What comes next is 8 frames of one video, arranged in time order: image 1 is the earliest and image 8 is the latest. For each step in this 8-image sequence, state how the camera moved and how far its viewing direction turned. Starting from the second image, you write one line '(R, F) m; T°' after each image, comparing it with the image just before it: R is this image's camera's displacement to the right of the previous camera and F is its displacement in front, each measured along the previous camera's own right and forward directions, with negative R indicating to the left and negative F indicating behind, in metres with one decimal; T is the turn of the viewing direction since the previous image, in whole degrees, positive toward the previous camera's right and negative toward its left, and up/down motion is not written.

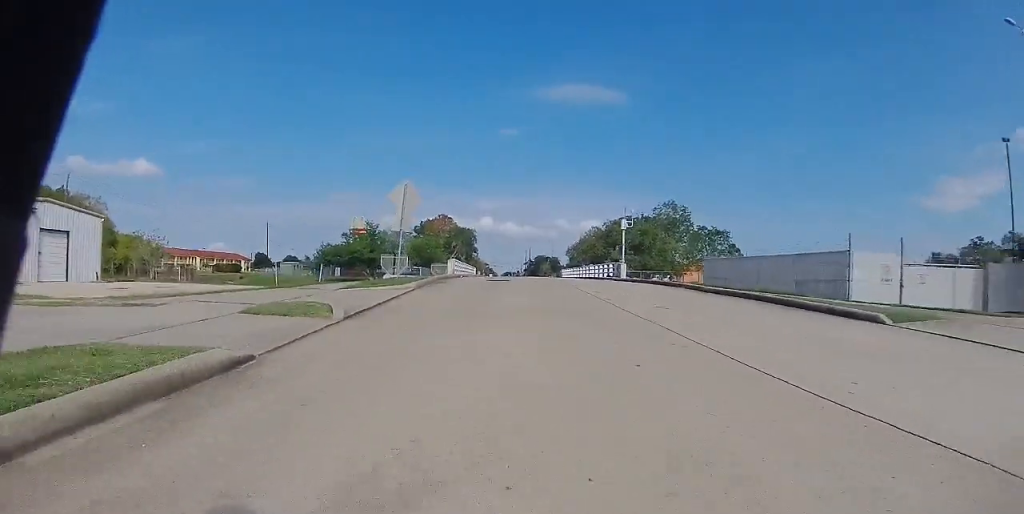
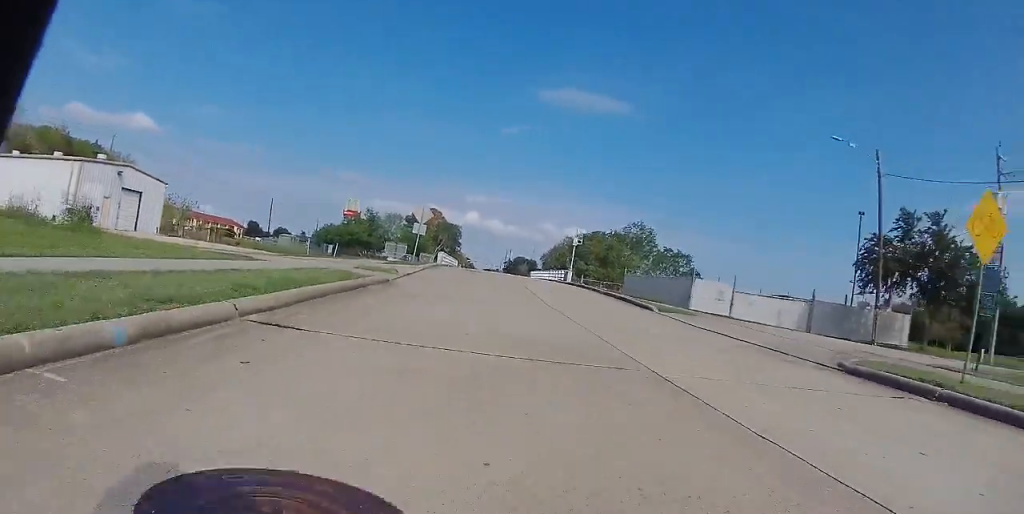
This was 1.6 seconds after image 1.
(-0.1, +10.7) m; +1°
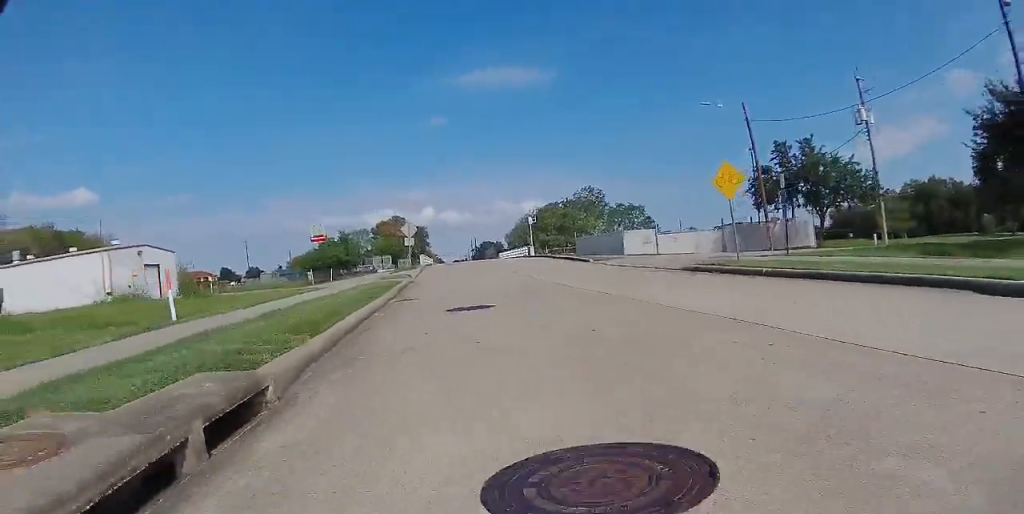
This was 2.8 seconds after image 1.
(+0.2, +8.2) m; +2°
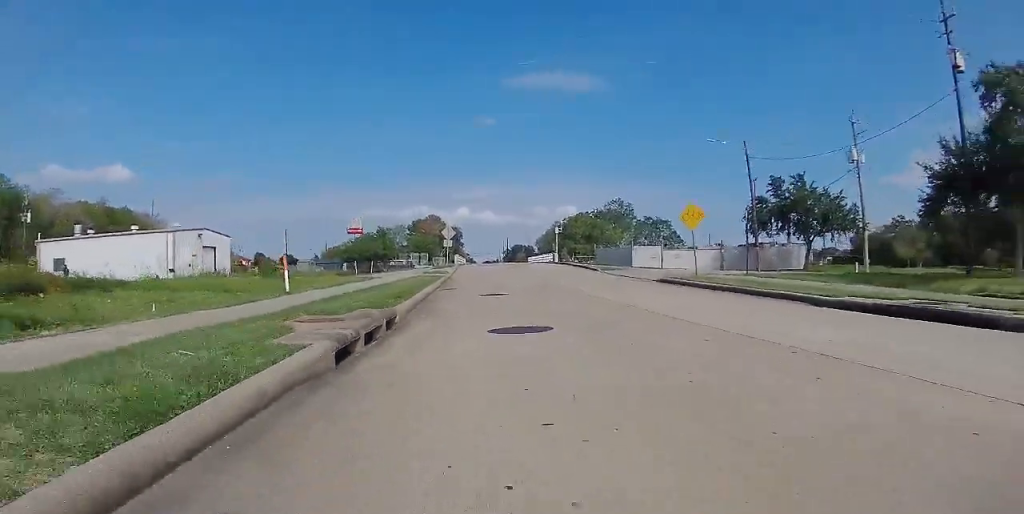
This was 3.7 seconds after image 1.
(0.0, +5.5) m; 0°
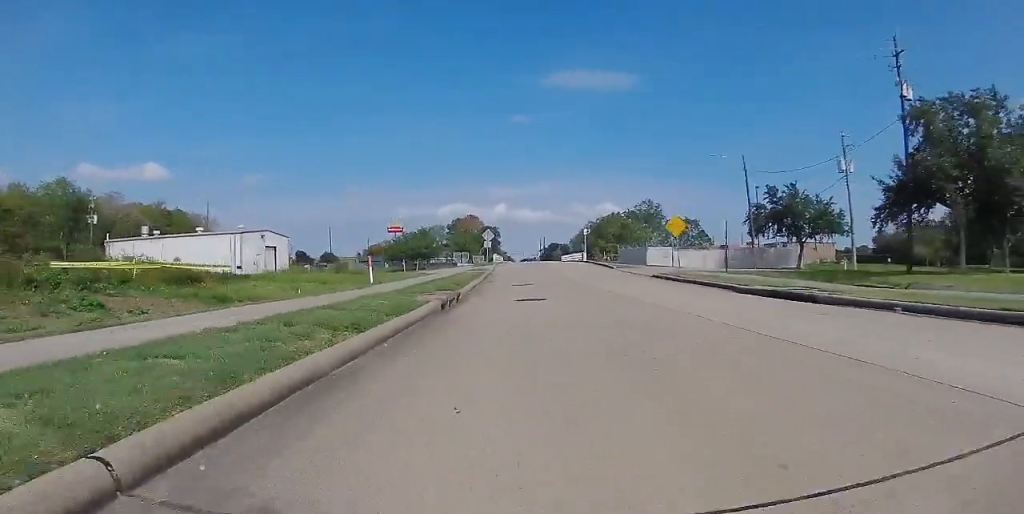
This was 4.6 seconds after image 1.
(0.0, +6.2) m; -1°
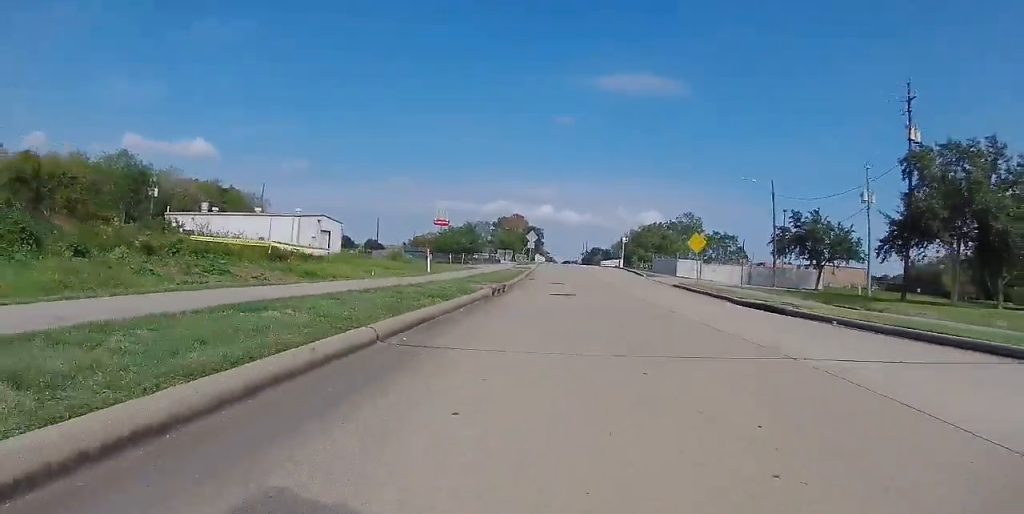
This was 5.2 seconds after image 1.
(0.0, +3.5) m; 0°
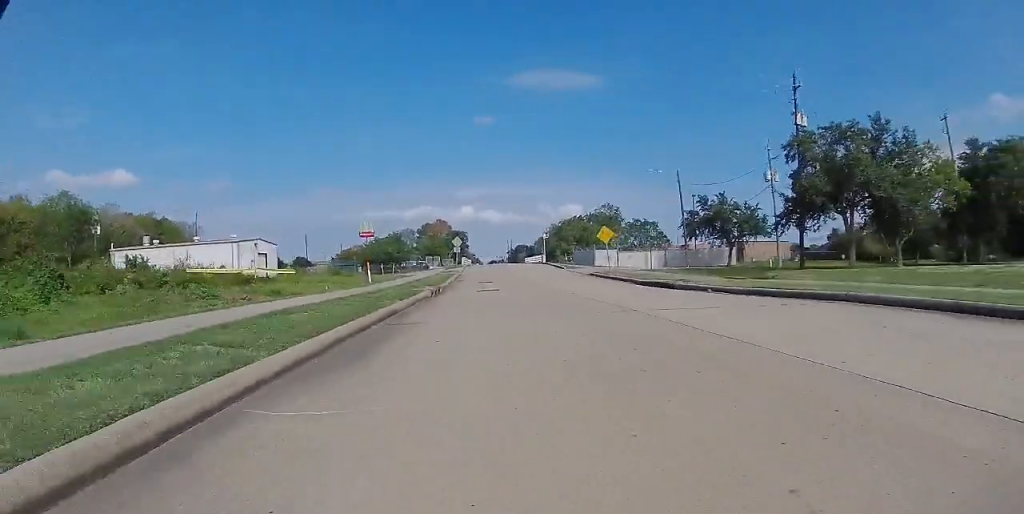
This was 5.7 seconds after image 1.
(0.0, +3.2) m; 0°
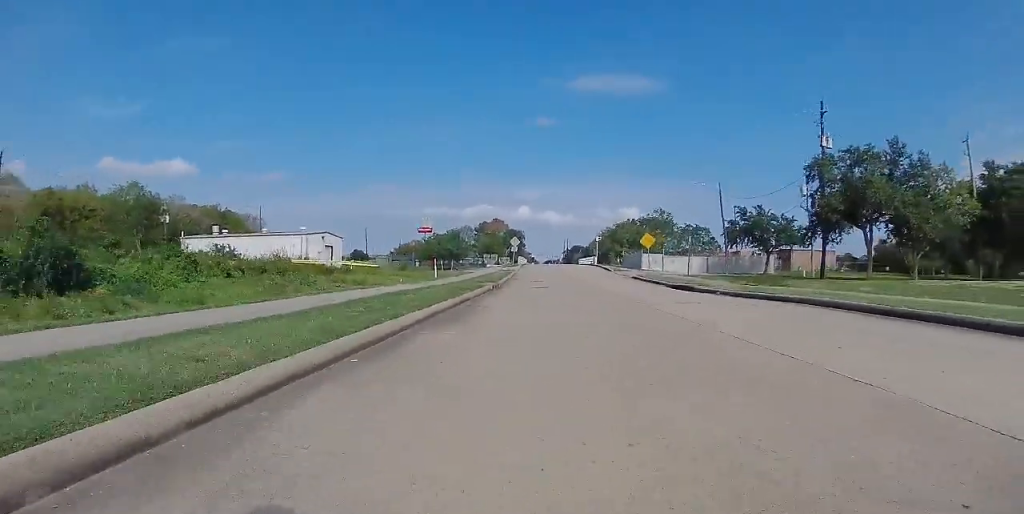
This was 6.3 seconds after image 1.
(0.0, +3.5) m; 0°
